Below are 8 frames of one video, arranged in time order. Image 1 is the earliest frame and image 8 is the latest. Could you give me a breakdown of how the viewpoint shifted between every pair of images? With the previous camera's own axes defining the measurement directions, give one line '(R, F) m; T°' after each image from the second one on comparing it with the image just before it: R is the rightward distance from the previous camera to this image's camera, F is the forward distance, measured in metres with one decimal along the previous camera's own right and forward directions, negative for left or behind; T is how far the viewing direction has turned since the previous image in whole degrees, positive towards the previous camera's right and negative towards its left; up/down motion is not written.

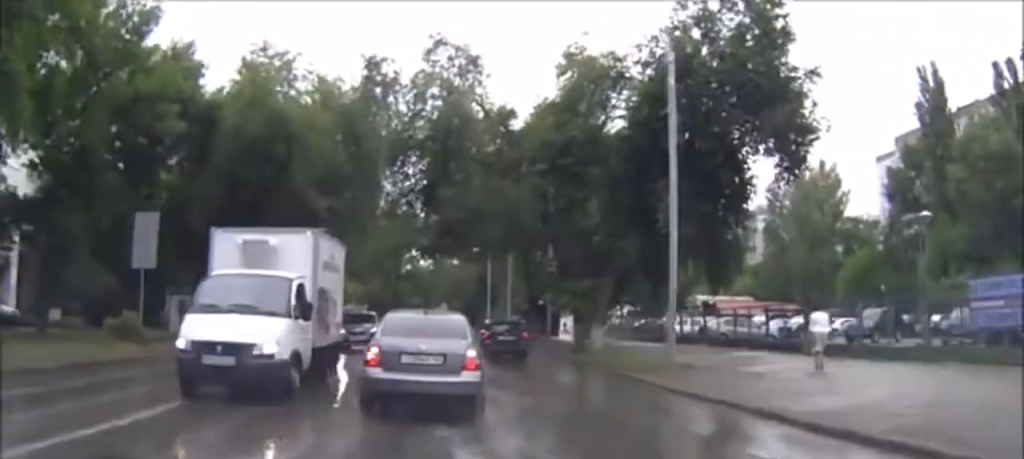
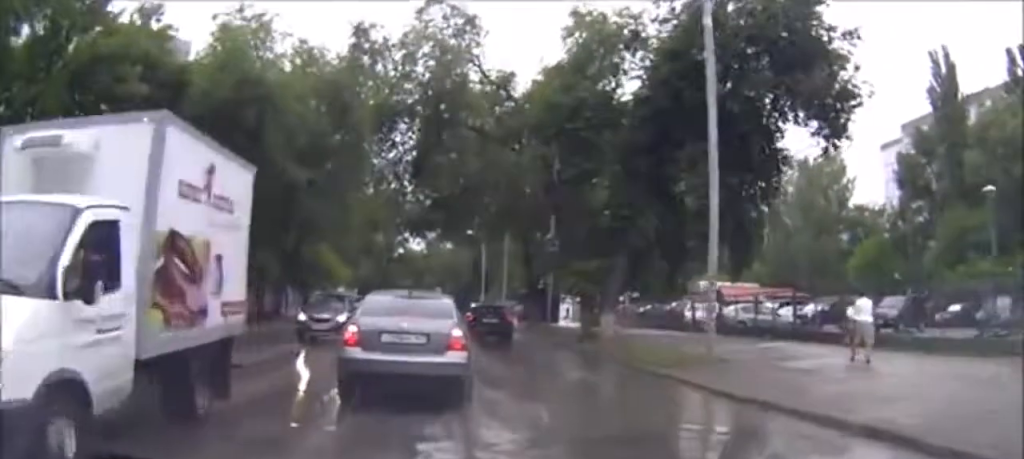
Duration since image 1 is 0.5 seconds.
(-0.3, +3.1) m; +9°
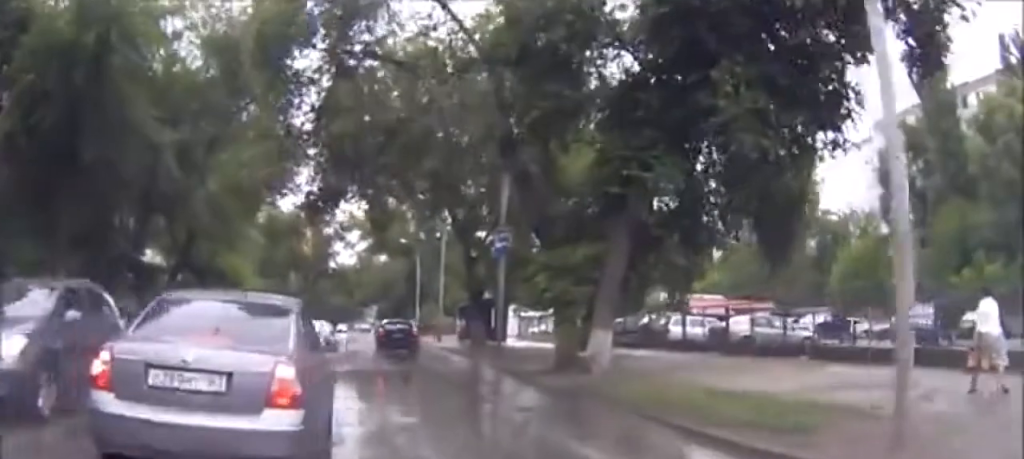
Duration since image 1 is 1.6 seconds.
(+1.9, +6.8) m; +21°
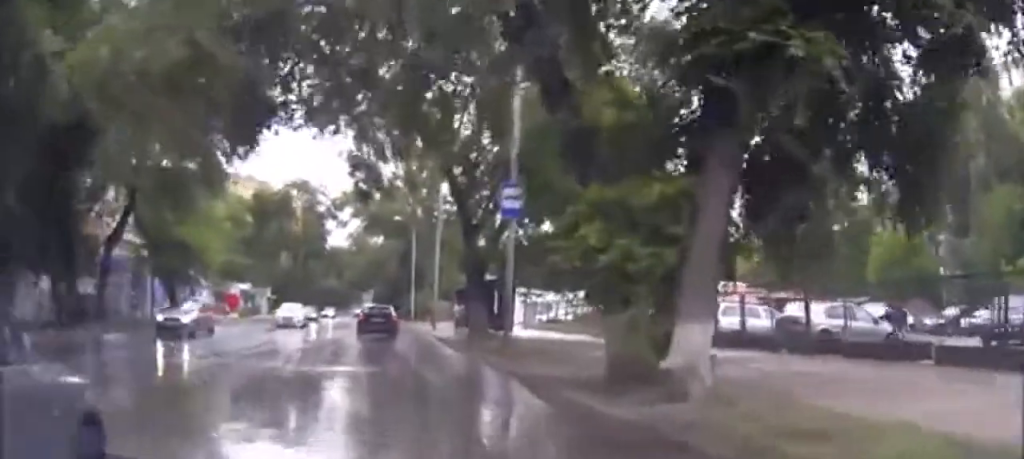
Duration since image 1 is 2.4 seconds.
(+1.2, +7.3) m; -19°
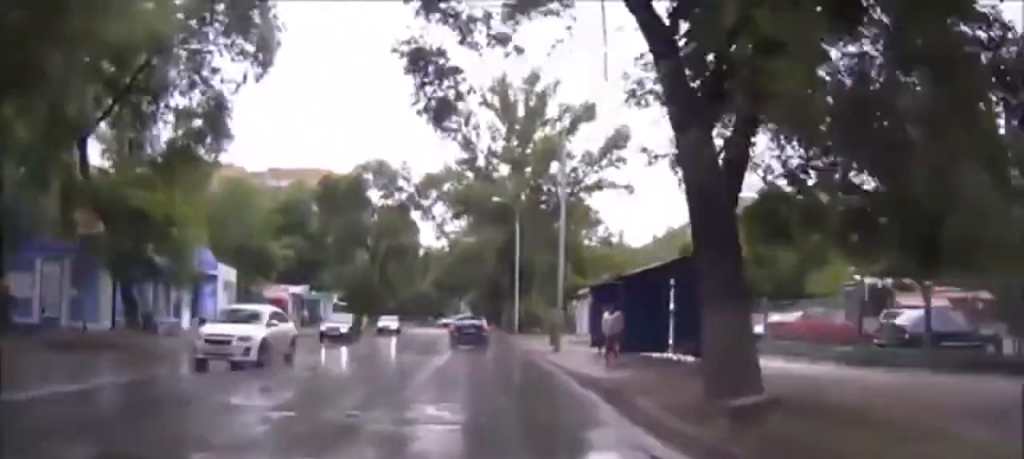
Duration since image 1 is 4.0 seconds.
(-7.6, +14.6) m; -31°
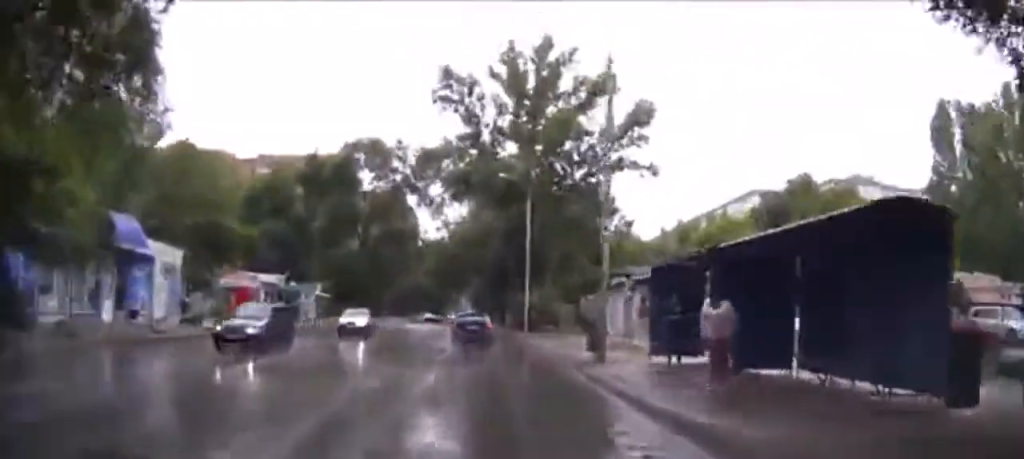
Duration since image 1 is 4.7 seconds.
(0.0, +8.0) m; +1°
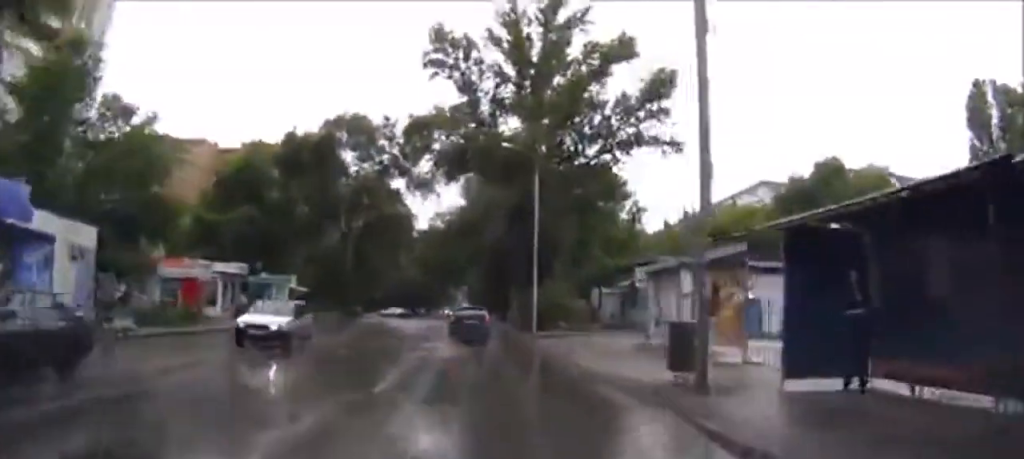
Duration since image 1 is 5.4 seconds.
(-0.1, +8.7) m; +2°
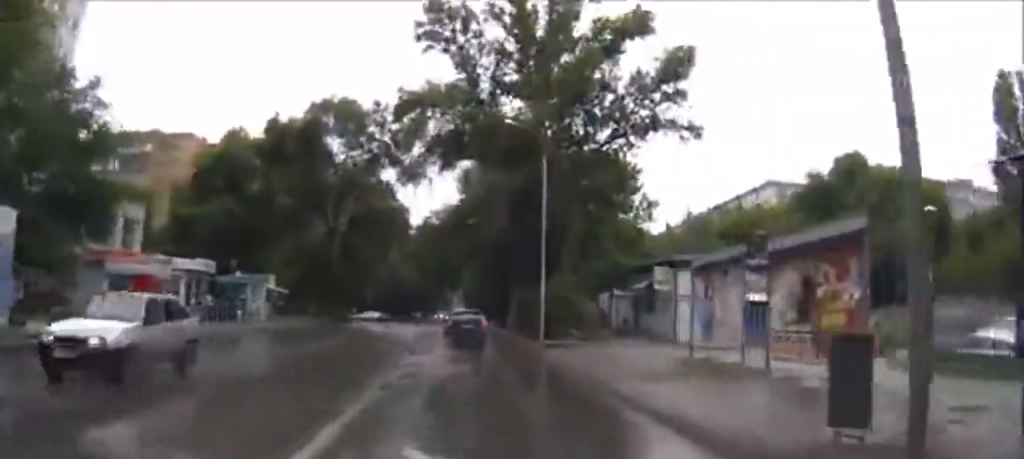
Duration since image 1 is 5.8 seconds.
(+0.1, +5.3) m; +2°
